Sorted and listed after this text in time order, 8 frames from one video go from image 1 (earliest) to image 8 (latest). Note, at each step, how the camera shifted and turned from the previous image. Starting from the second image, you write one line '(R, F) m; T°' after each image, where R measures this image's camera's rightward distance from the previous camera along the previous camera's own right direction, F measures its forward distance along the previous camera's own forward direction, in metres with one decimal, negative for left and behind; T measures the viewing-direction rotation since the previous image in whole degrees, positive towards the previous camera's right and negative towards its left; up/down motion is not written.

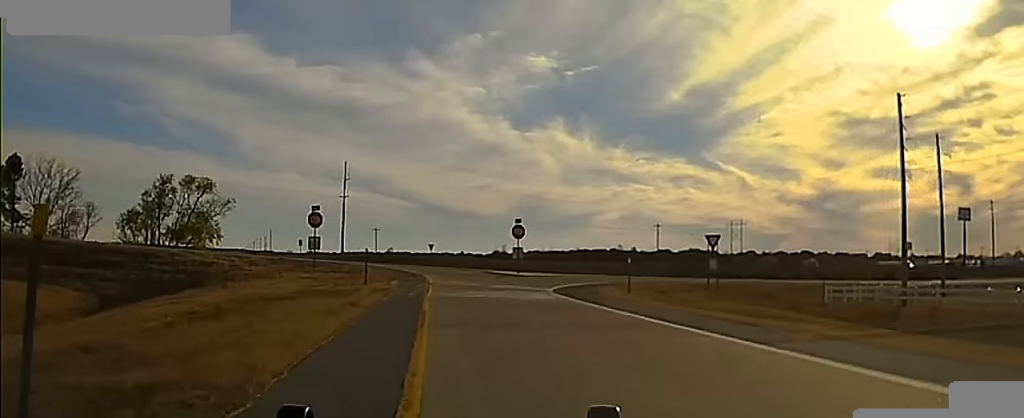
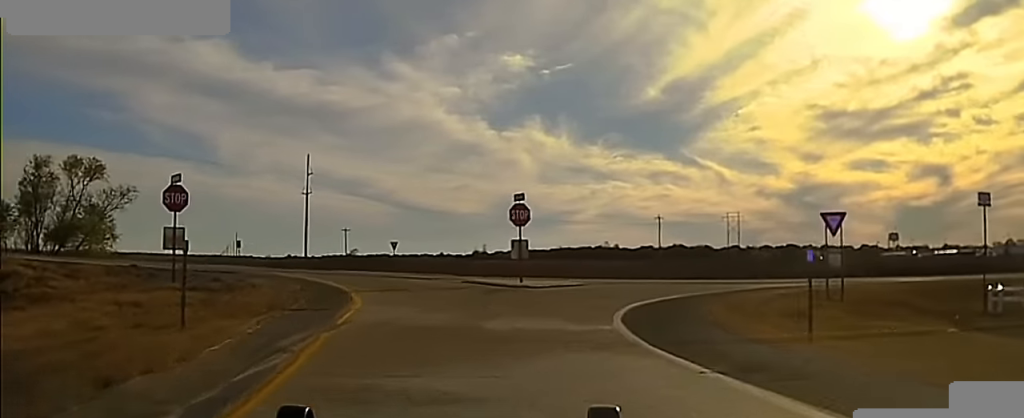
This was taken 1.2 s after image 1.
(0.0, +21.4) m; 0°
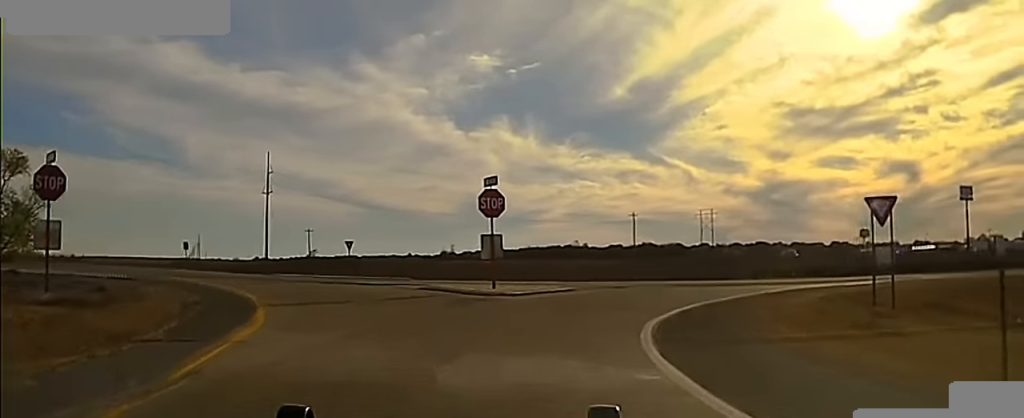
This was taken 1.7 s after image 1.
(0.0, +7.9) m; 0°
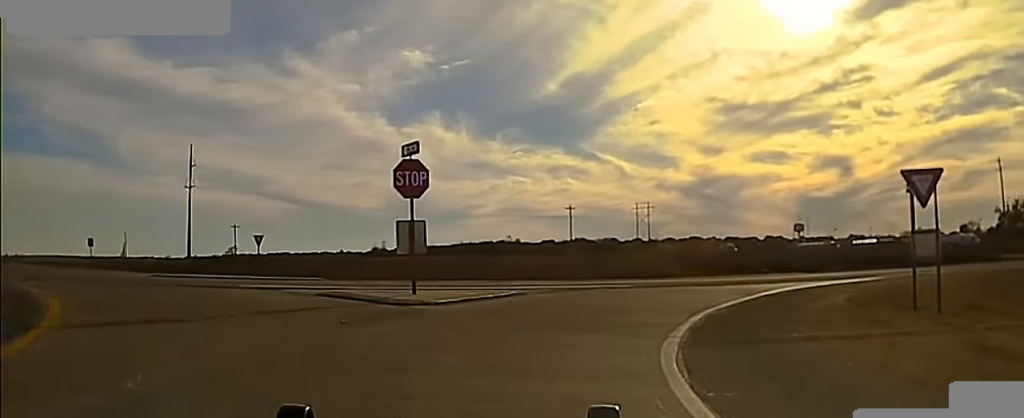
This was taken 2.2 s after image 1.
(0.0, +7.1) m; +1°
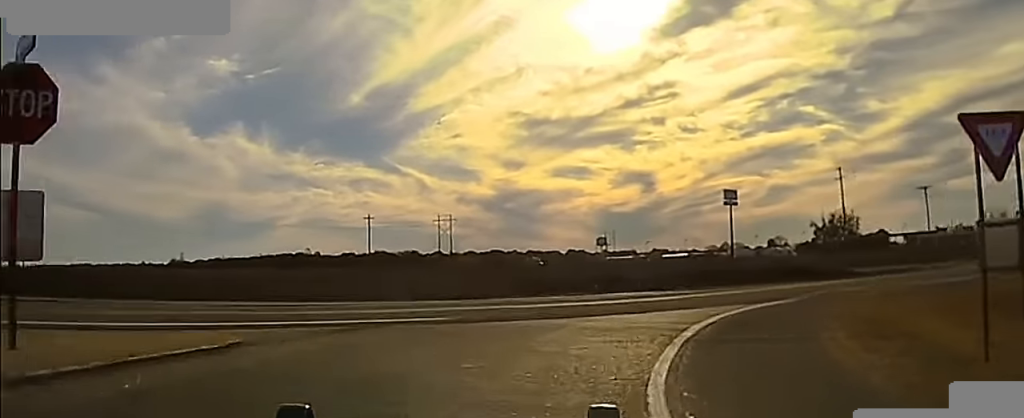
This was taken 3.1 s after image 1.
(+0.2, +11.4) m; +8°
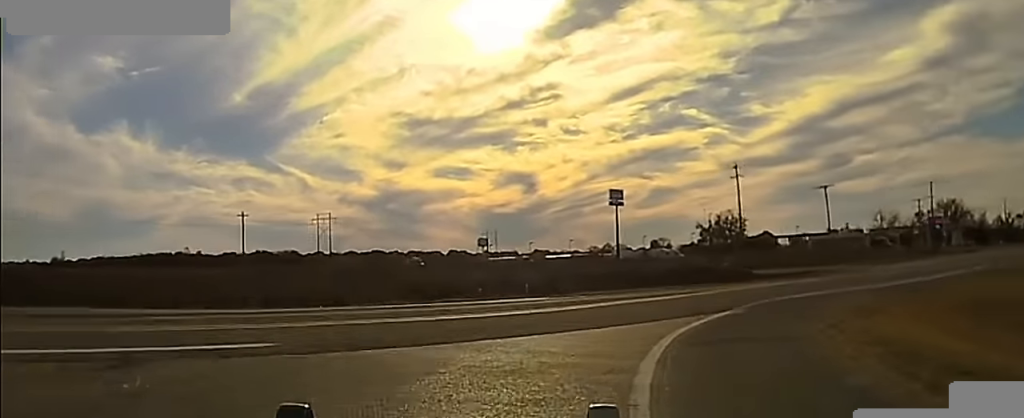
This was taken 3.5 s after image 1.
(-0.5, +5.6) m; +7°
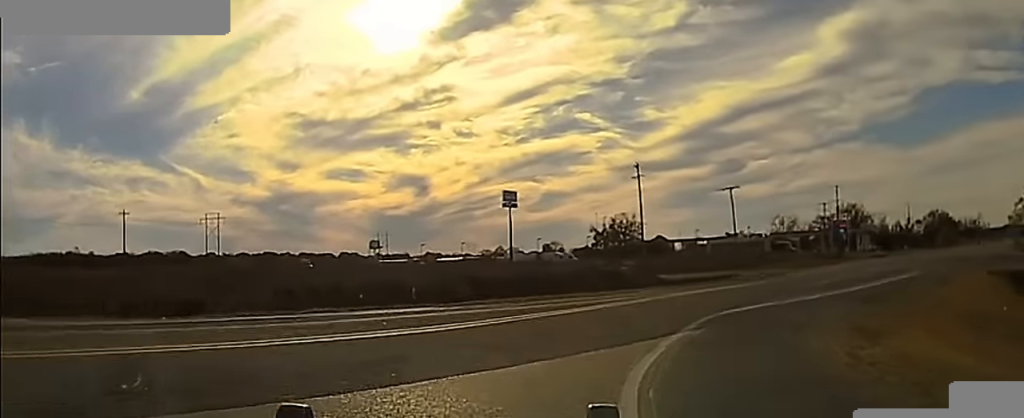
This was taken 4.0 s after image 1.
(+1.0, +6.3) m; +9°
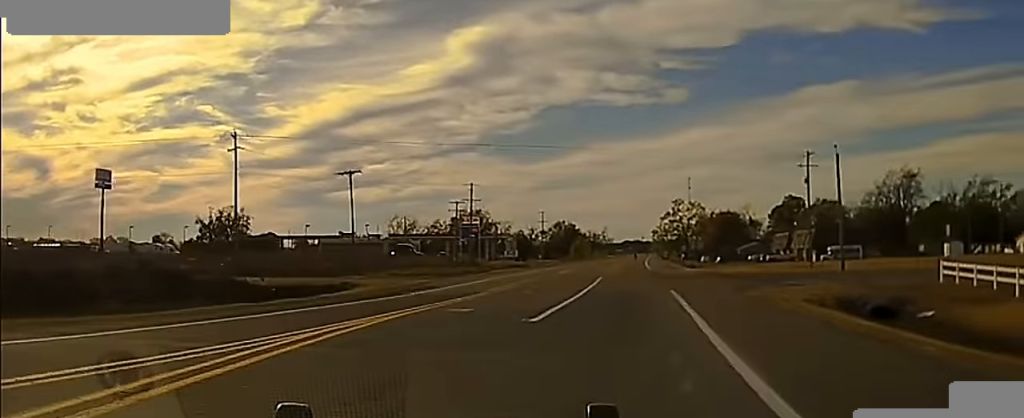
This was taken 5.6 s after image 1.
(+5.9, +23.2) m; +27°
